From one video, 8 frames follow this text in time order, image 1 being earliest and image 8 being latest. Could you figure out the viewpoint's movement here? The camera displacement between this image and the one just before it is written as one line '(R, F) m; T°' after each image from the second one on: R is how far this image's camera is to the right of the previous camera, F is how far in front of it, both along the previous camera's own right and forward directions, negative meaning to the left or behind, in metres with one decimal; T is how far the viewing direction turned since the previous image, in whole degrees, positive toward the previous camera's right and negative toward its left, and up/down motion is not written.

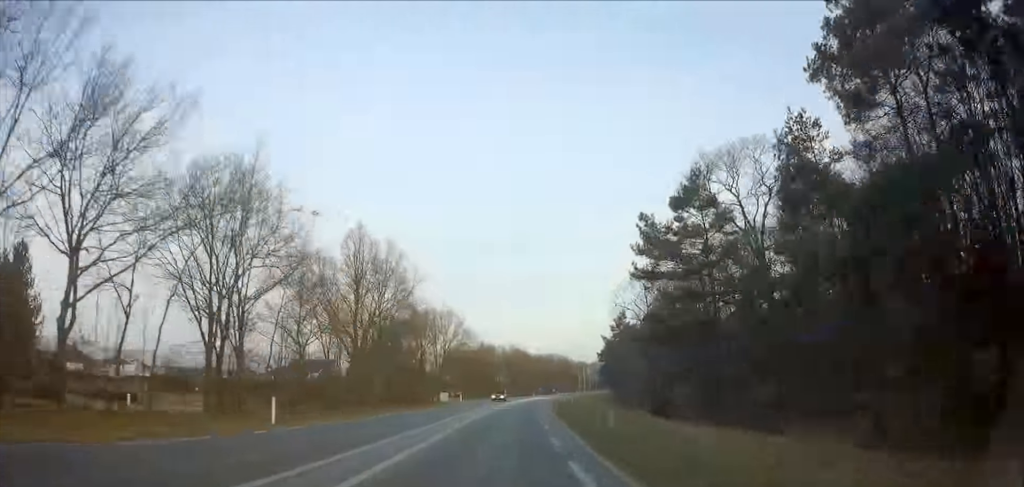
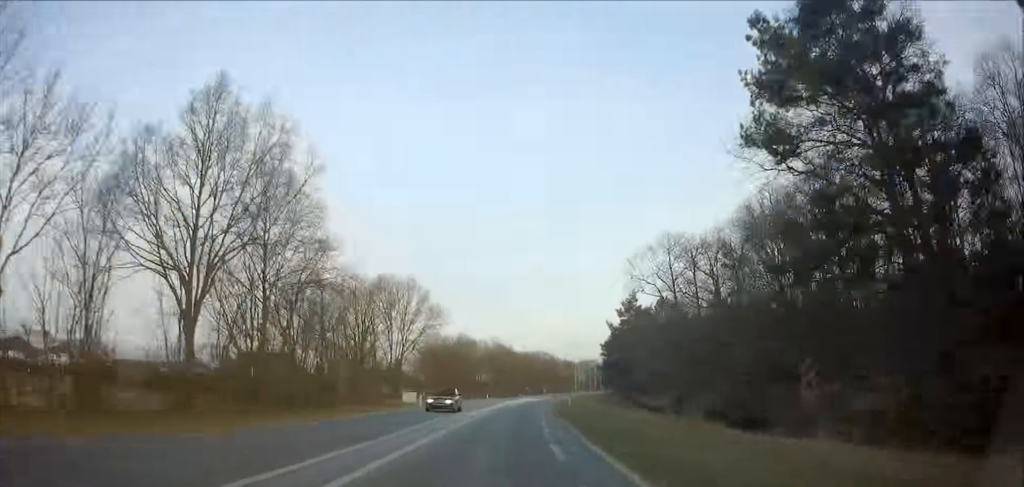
(-0.1, +20.6) m; +1°
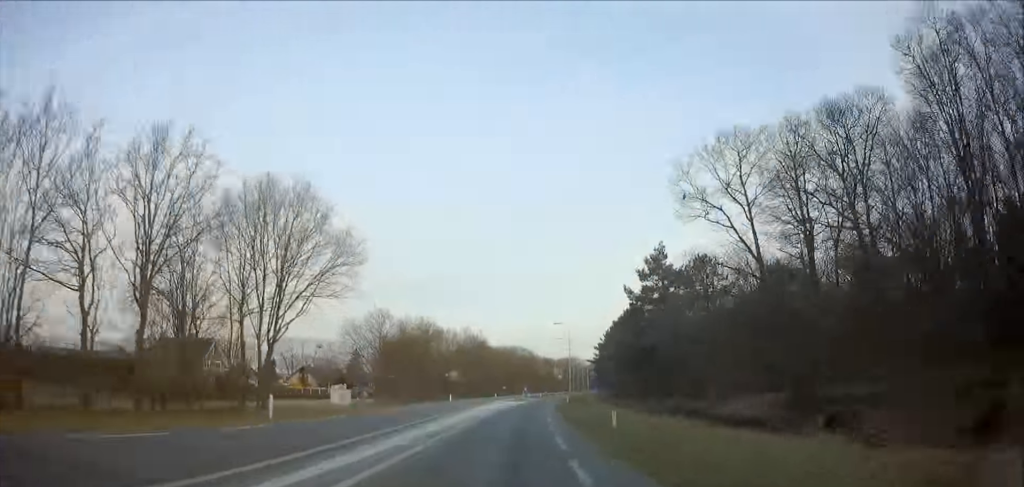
(+0.8, +26.9) m; +2°
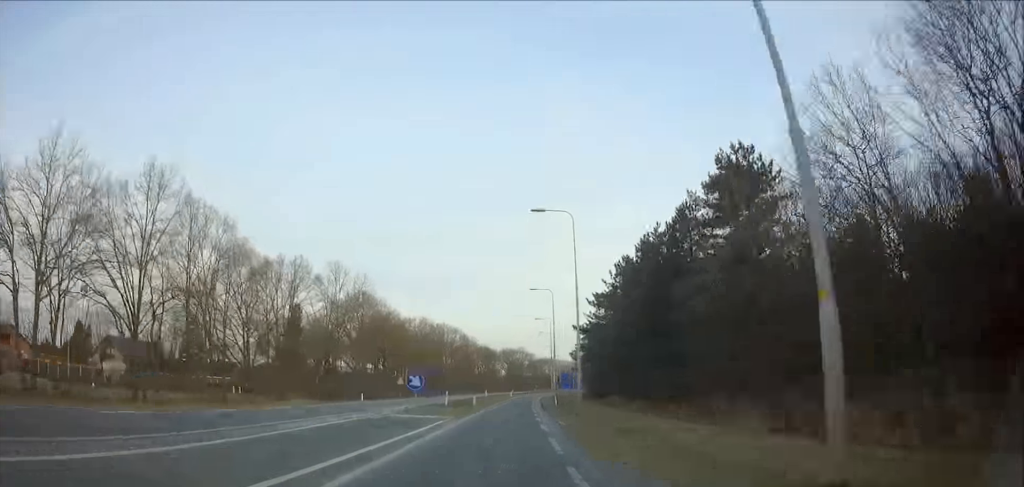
(+3.5, +72.8) m; +5°
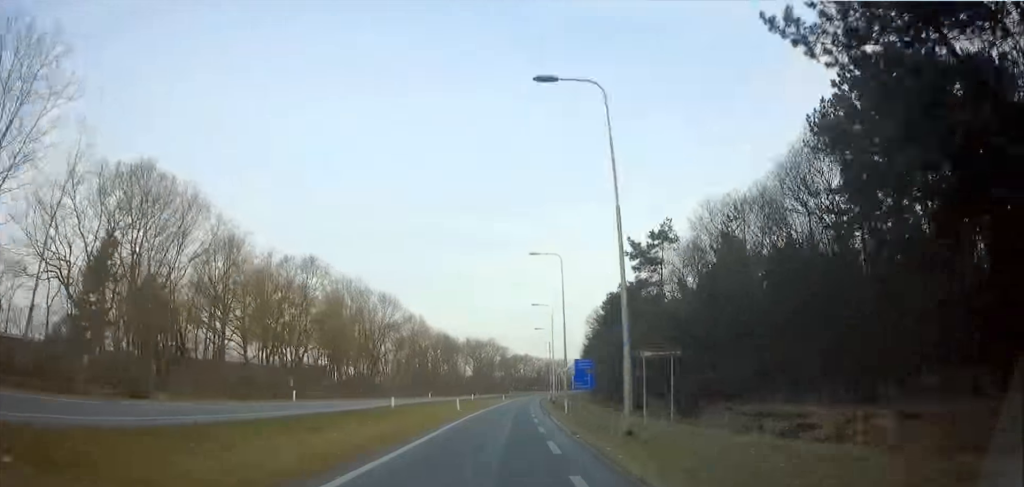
(+2.0, +60.1) m; +3°
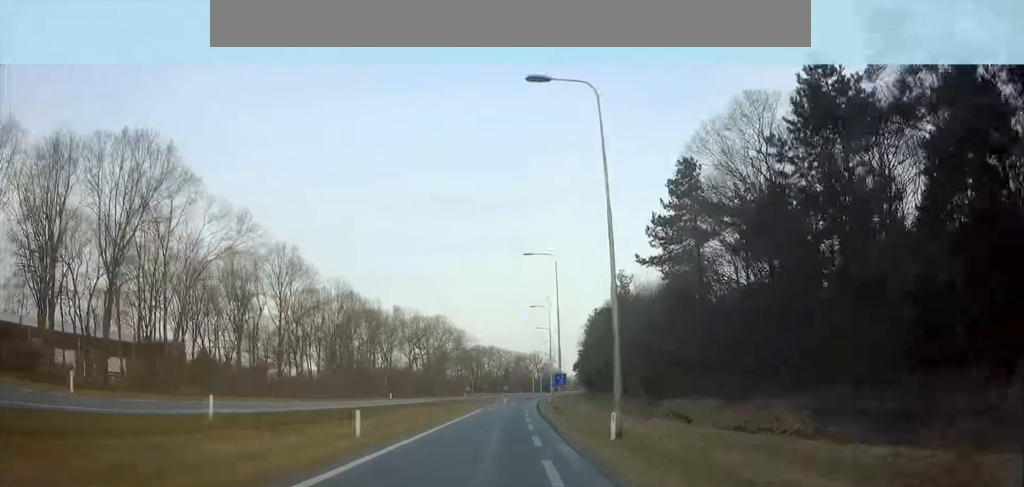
(+1.2, +69.6) m; +3°
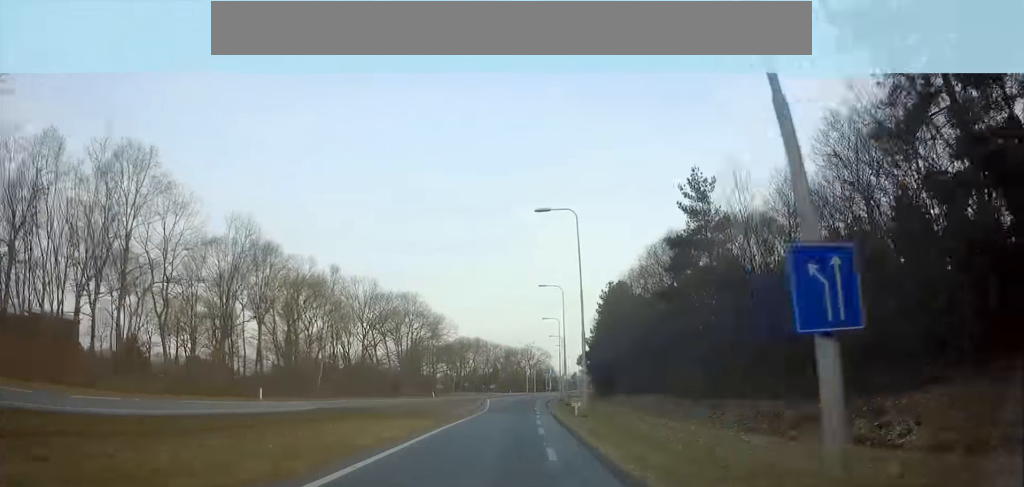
(+0.7, +33.3) m; +1°
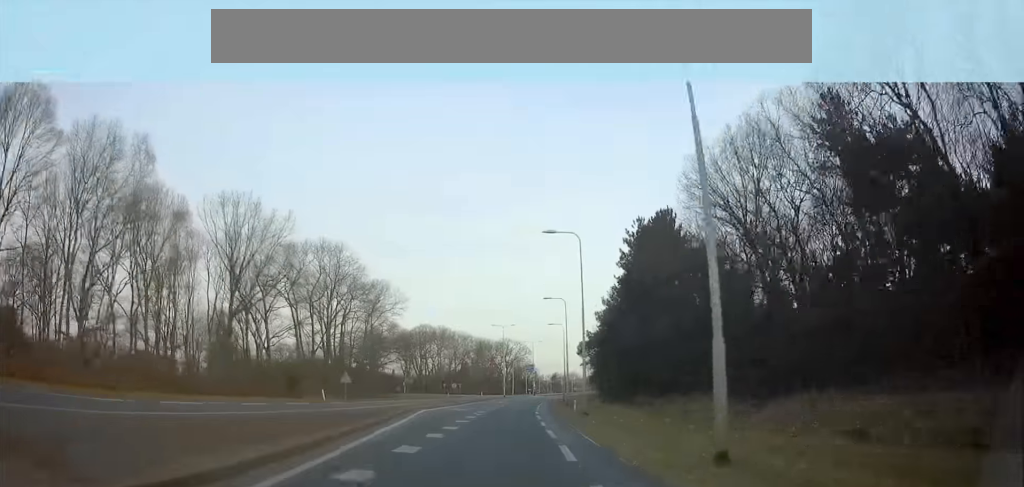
(+0.8, +41.4) m; +2°
